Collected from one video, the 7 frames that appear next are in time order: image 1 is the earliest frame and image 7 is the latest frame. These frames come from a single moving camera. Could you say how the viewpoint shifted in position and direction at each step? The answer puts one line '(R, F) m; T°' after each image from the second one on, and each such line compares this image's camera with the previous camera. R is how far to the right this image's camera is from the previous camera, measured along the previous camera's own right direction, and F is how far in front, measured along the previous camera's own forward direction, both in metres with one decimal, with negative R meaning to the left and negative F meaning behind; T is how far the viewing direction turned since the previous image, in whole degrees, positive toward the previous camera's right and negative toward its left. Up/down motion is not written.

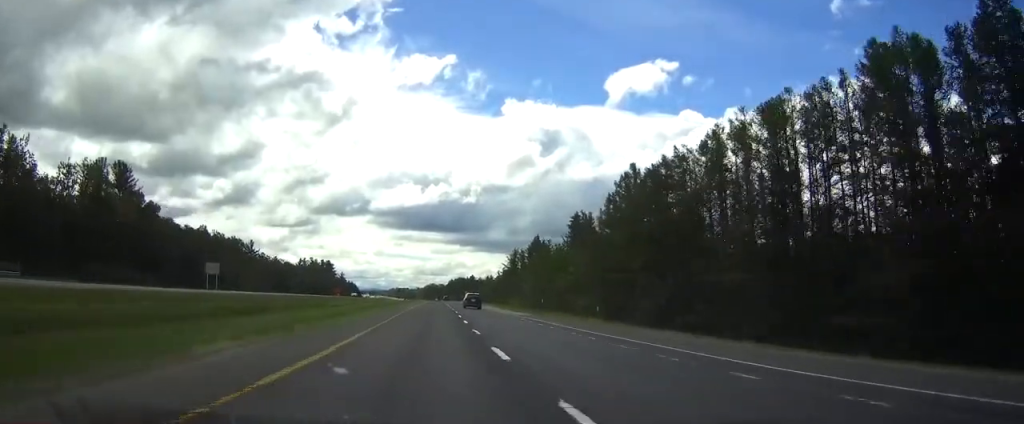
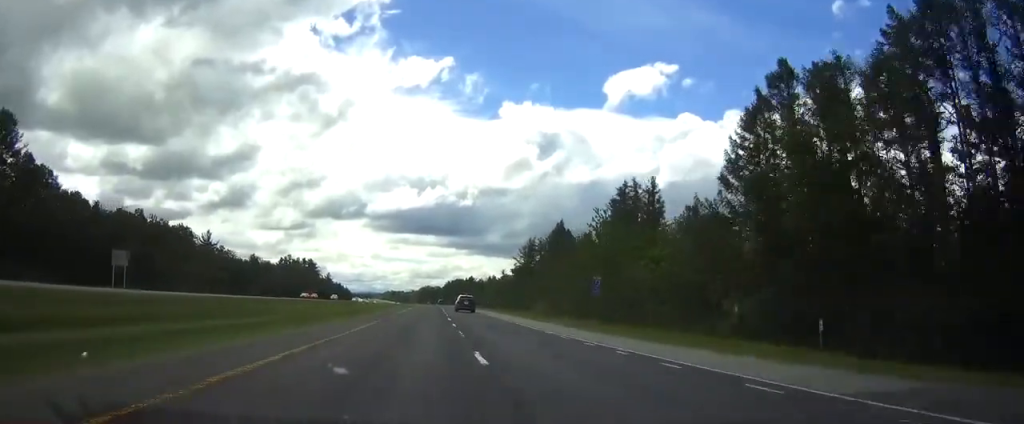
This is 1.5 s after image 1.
(0.0, +46.0) m; 0°
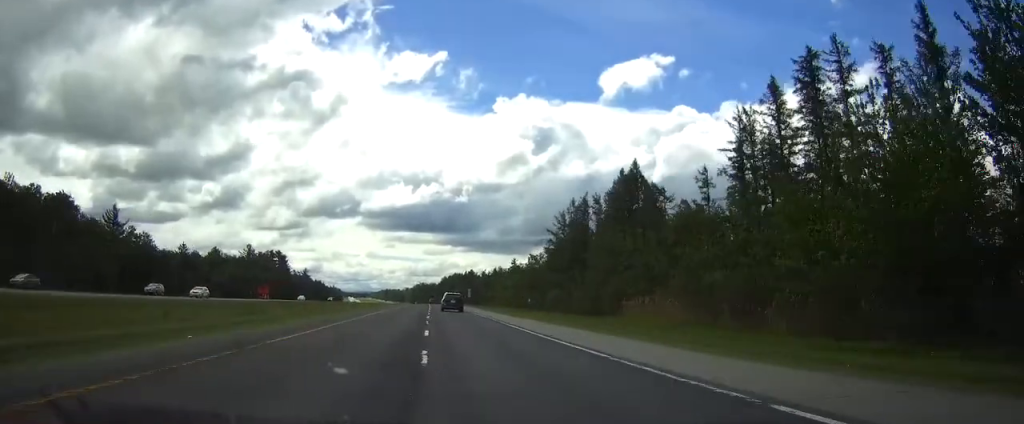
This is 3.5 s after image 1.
(+0.4, +63.8) m; 0°
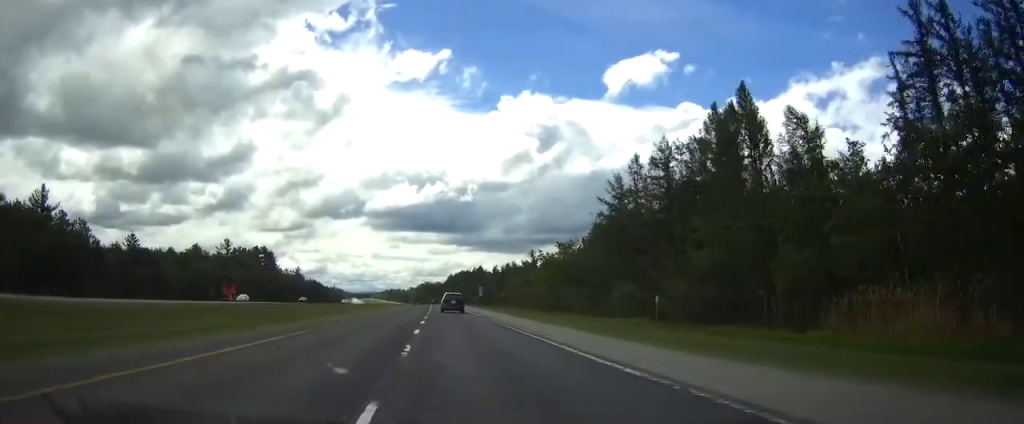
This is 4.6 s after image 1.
(-0.1, +34.4) m; 0°
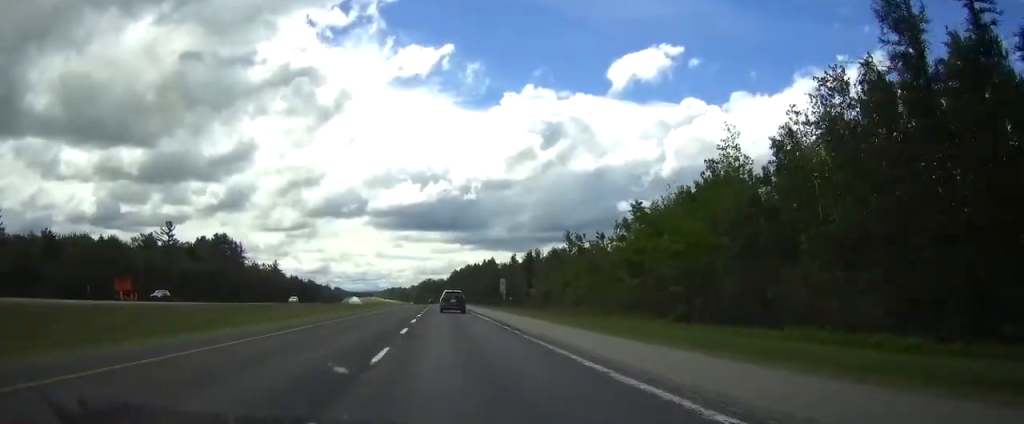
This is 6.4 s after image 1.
(-0.5, +54.8) m; -1°
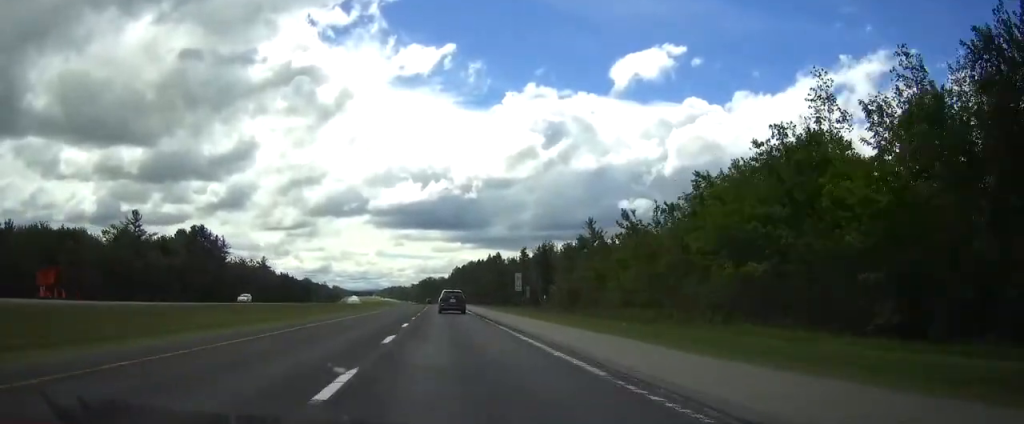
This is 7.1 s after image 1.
(+0.1, +22.5) m; 0°
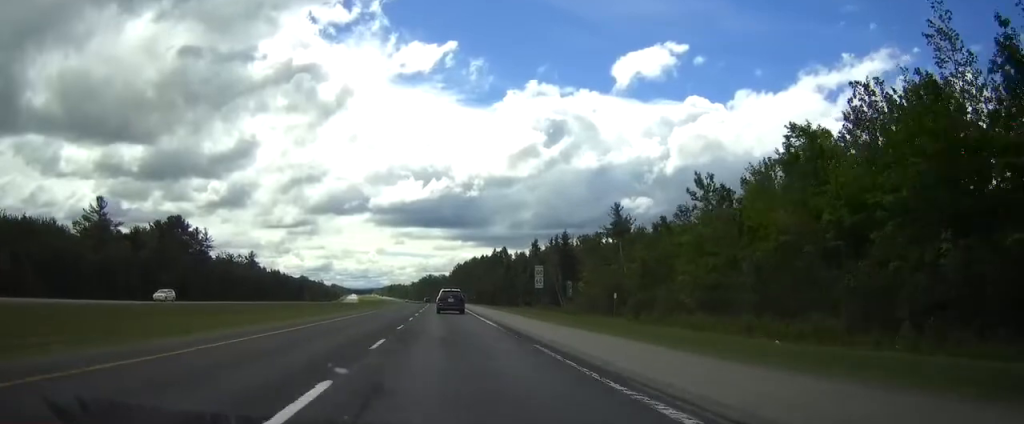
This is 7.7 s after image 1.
(0.0, +19.4) m; 0°
